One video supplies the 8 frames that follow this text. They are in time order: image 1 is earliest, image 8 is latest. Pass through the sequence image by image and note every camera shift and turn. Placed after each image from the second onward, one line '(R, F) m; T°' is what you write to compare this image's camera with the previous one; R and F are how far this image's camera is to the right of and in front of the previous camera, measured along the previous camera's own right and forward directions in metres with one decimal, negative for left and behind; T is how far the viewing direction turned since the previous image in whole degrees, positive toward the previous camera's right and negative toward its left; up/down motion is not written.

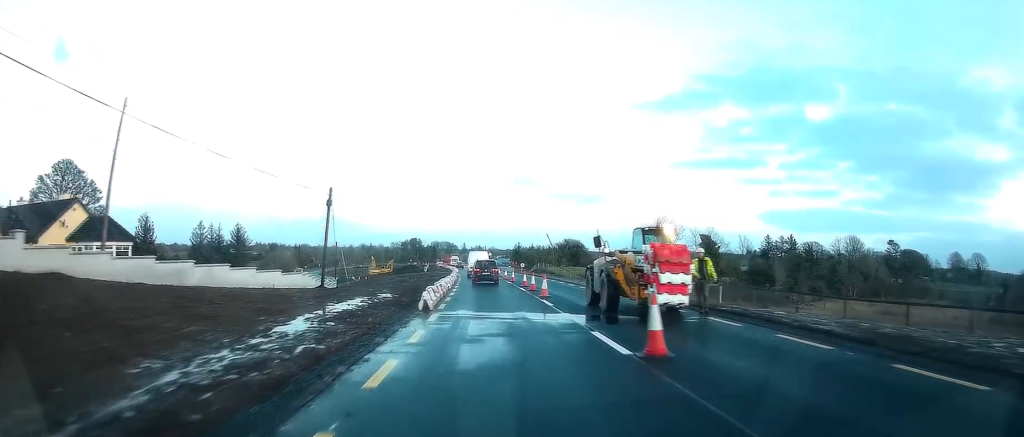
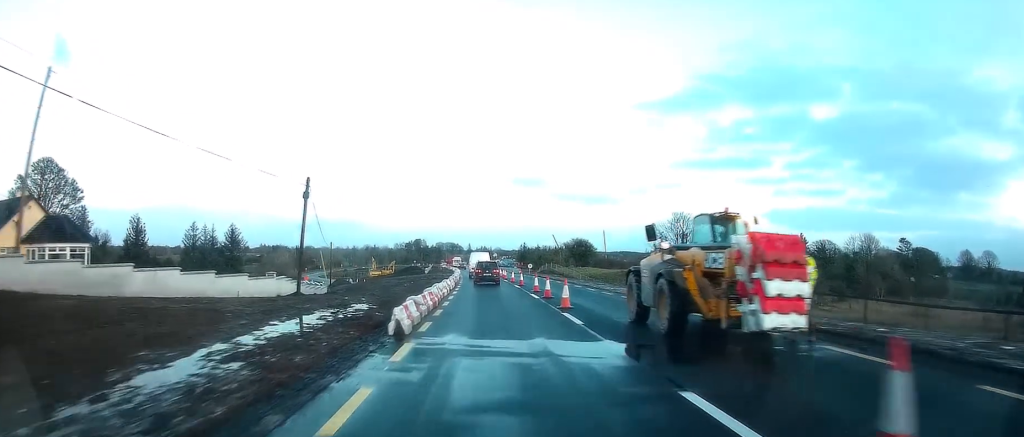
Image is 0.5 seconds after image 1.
(0.0, +6.0) m; 0°
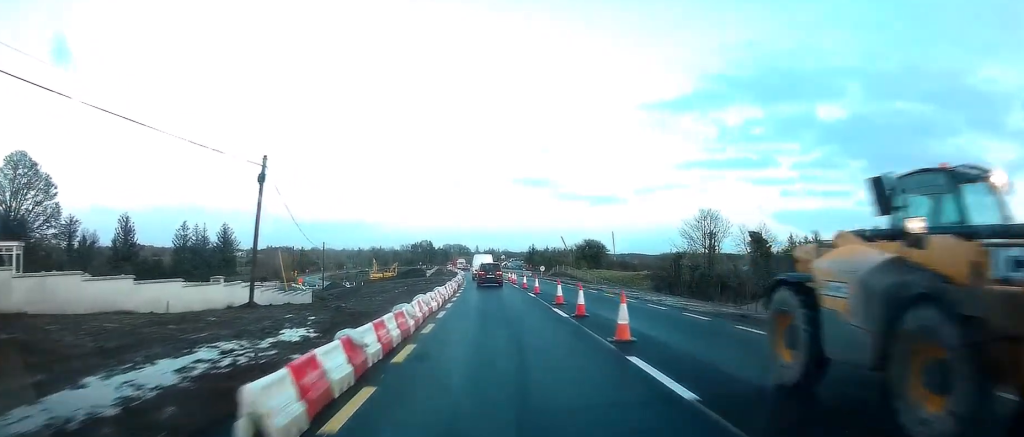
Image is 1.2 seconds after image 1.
(0.0, +8.0) m; 0°
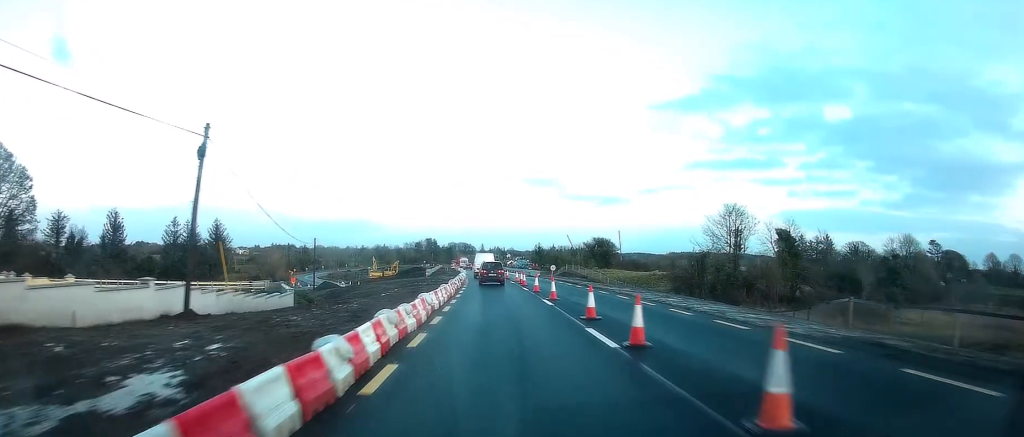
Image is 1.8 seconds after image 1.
(0.0, +6.5) m; 0°
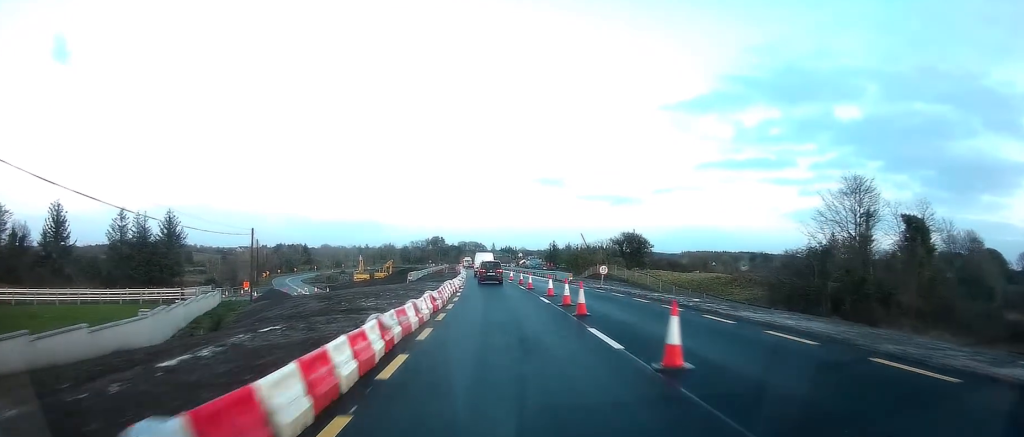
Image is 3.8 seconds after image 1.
(-0.8, +22.6) m; -2°
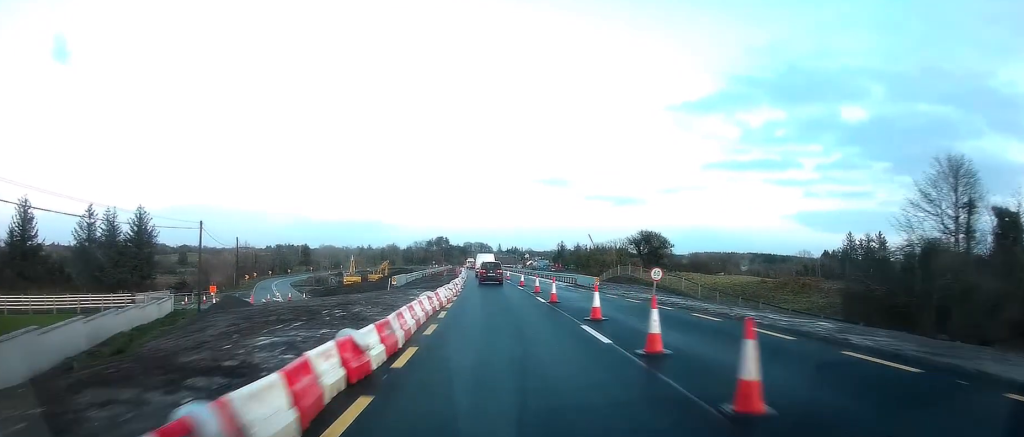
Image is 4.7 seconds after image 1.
(+0.3, +10.6) m; 0°
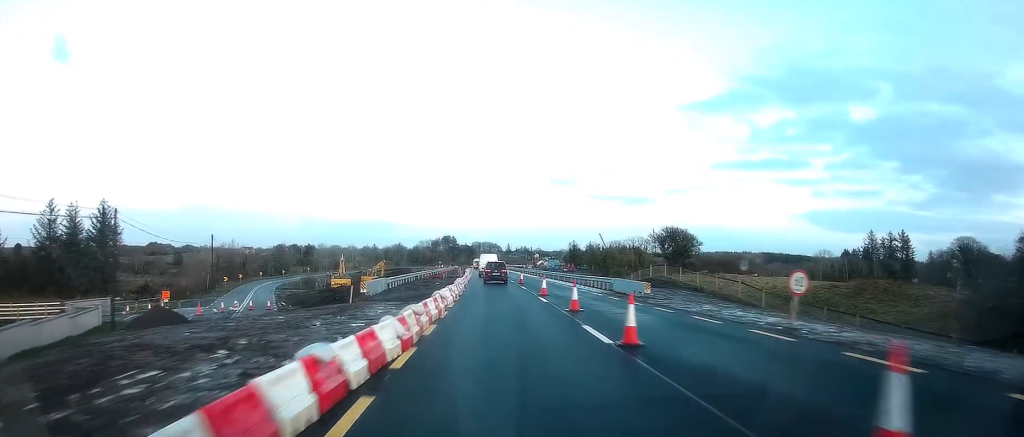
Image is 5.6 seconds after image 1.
(-0.3, +11.6) m; -2°
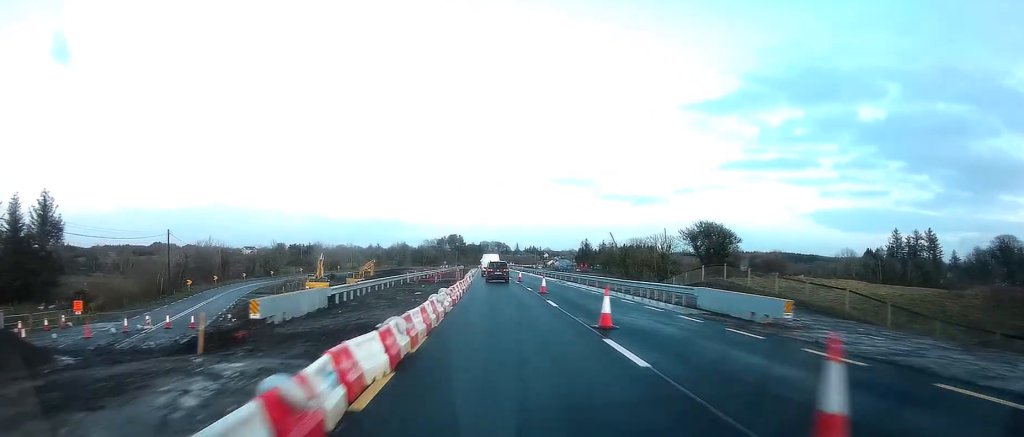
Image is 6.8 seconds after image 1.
(-0.1, +14.2) m; -2°
